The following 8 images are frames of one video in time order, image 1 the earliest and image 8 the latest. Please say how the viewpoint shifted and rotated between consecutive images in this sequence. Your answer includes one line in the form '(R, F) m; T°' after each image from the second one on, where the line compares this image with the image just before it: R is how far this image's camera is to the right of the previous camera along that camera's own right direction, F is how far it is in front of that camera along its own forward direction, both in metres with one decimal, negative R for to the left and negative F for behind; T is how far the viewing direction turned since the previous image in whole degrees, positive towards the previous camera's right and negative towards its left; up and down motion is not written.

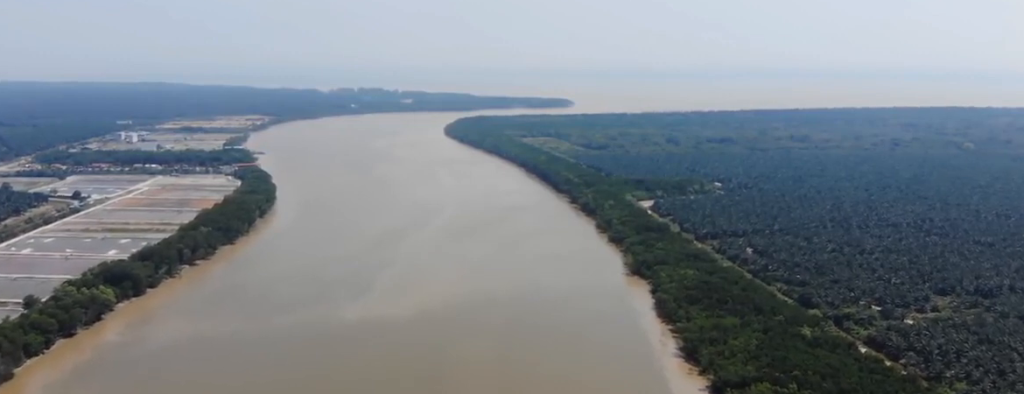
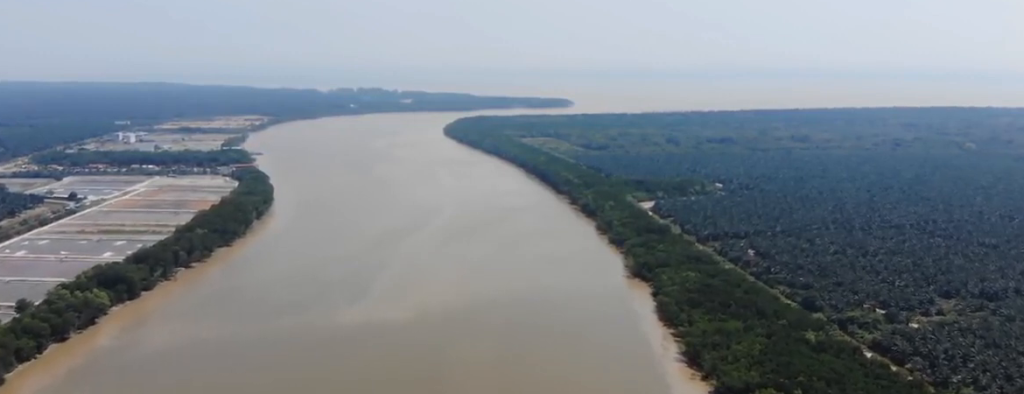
(0.0, +7.7) m; 0°
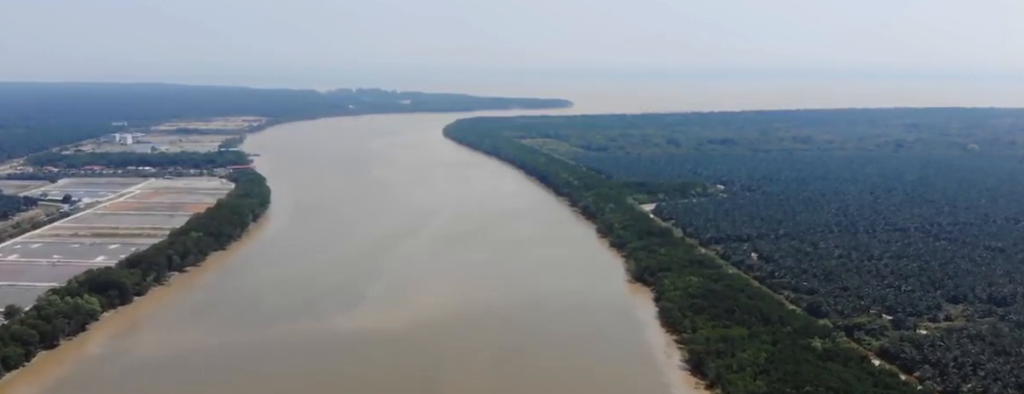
(0.0, +11.1) m; 0°
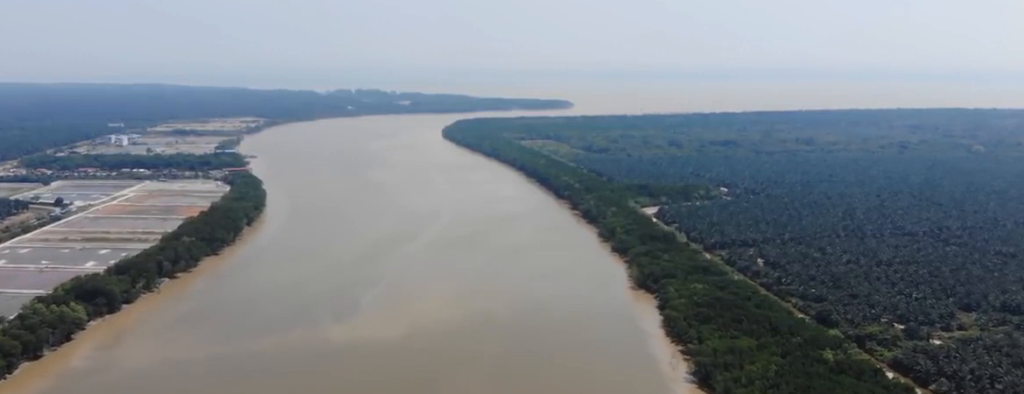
(0.0, +17.1) m; -1°
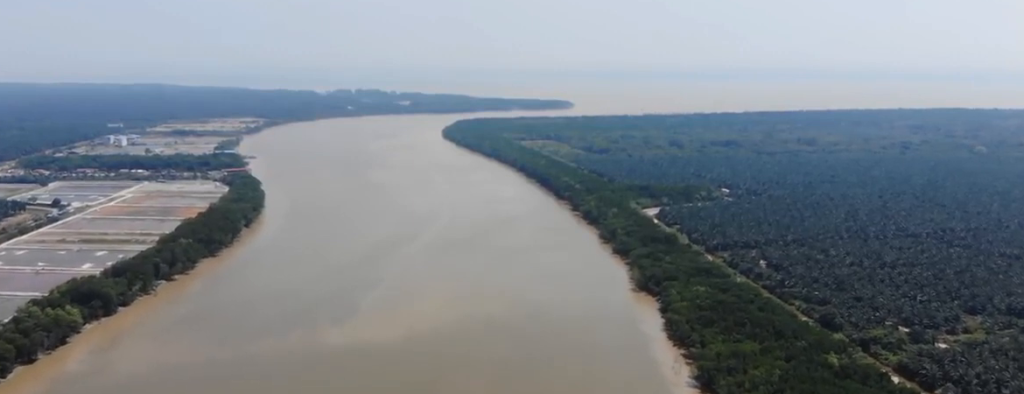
(0.0, +6.0) m; -2°
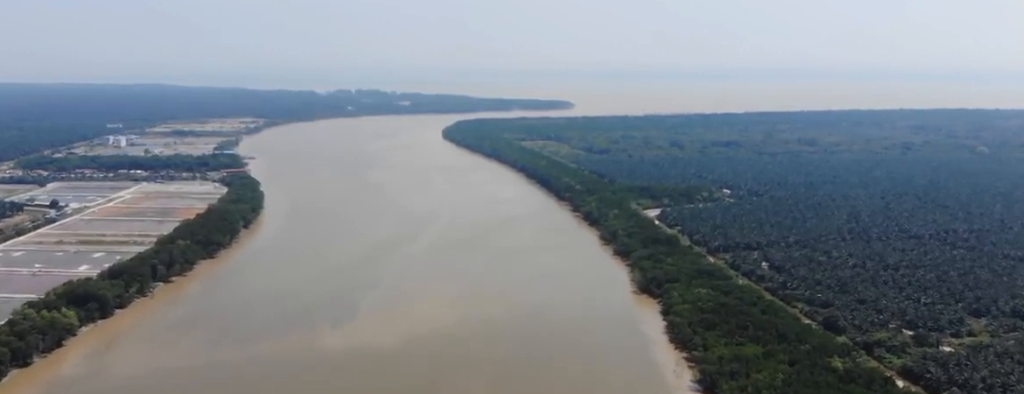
(-0.3, +5.0) m; +2°
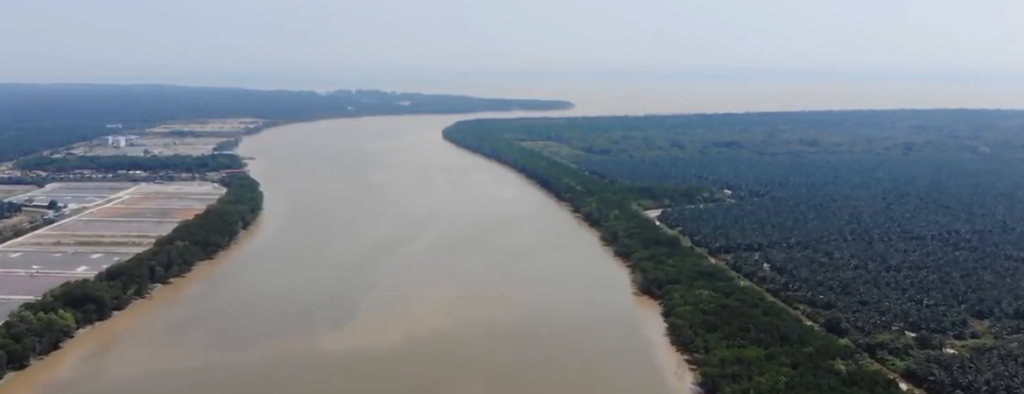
(0.0, +3.7) m; +1°
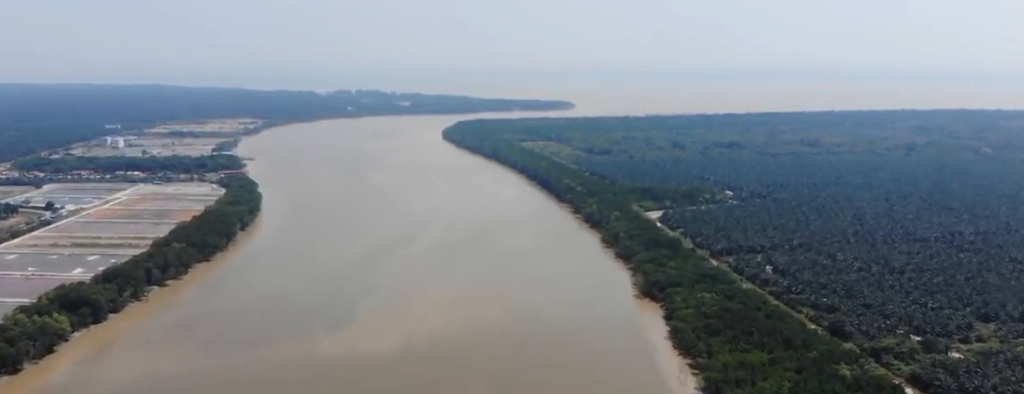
(+0.6, +6.3) m; +2°
